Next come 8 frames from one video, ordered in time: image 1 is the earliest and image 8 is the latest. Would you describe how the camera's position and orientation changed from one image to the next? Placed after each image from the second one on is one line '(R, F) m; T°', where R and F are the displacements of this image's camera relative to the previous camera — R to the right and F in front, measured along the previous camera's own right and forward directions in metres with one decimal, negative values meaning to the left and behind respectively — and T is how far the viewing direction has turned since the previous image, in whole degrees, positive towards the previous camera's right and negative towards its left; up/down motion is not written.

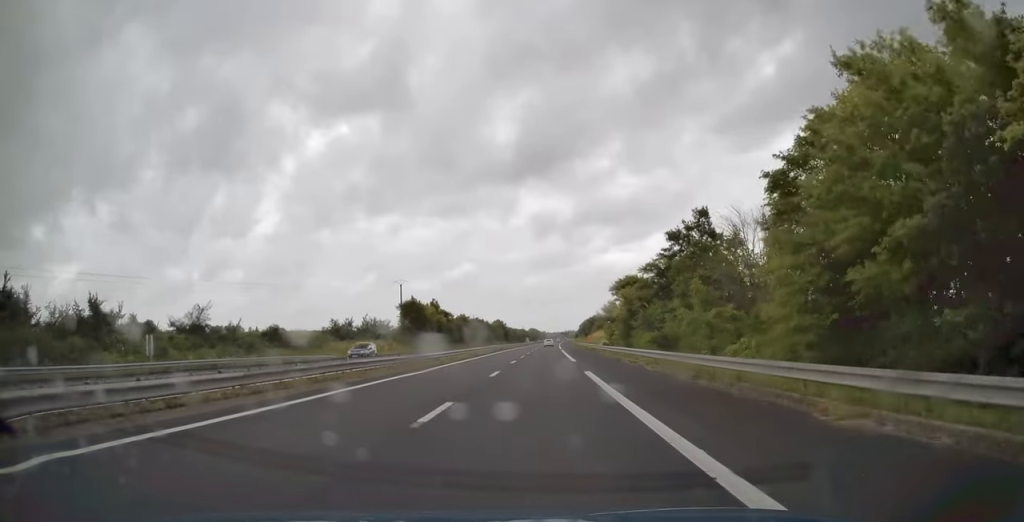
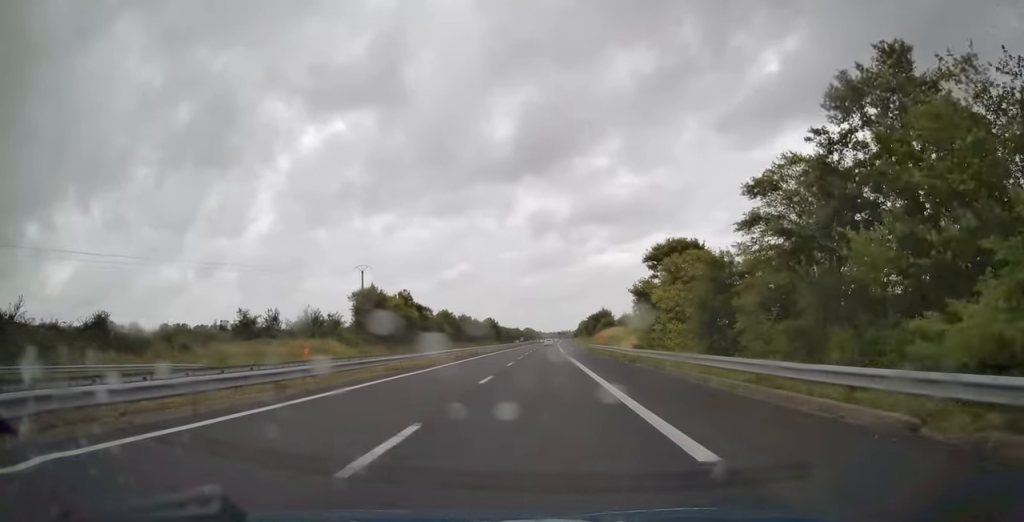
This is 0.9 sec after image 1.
(+0.1, +29.7) m; 0°
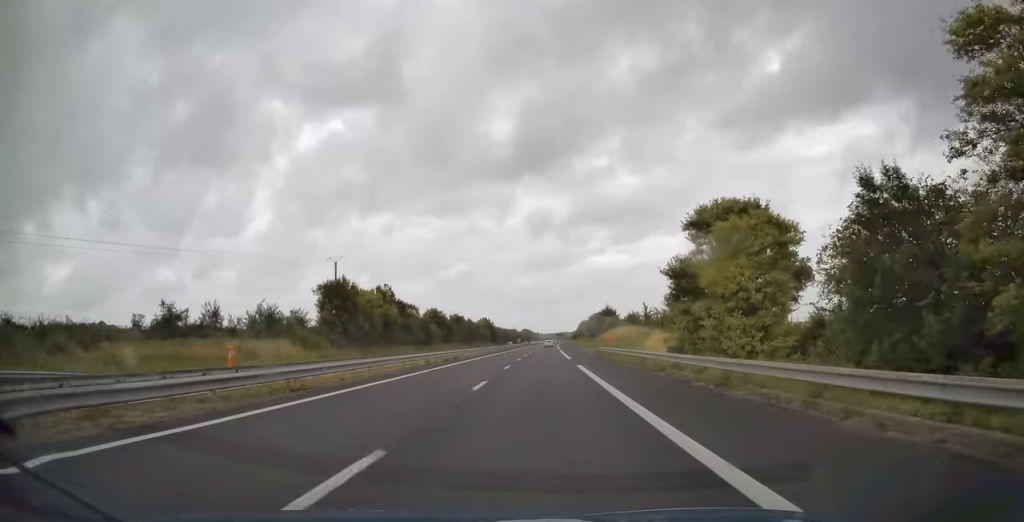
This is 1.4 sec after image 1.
(0.0, +15.1) m; 0°
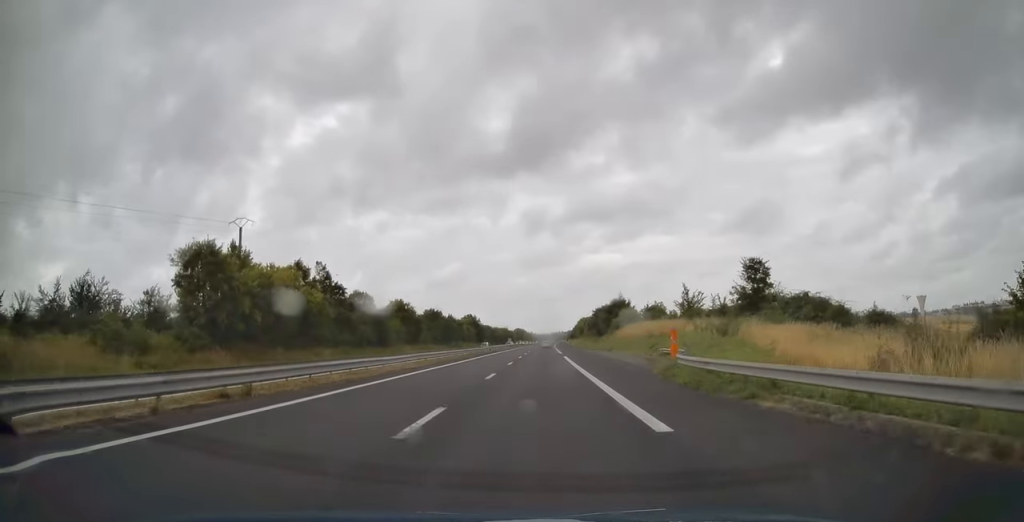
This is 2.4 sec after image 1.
(+0.1, +33.9) m; 0°
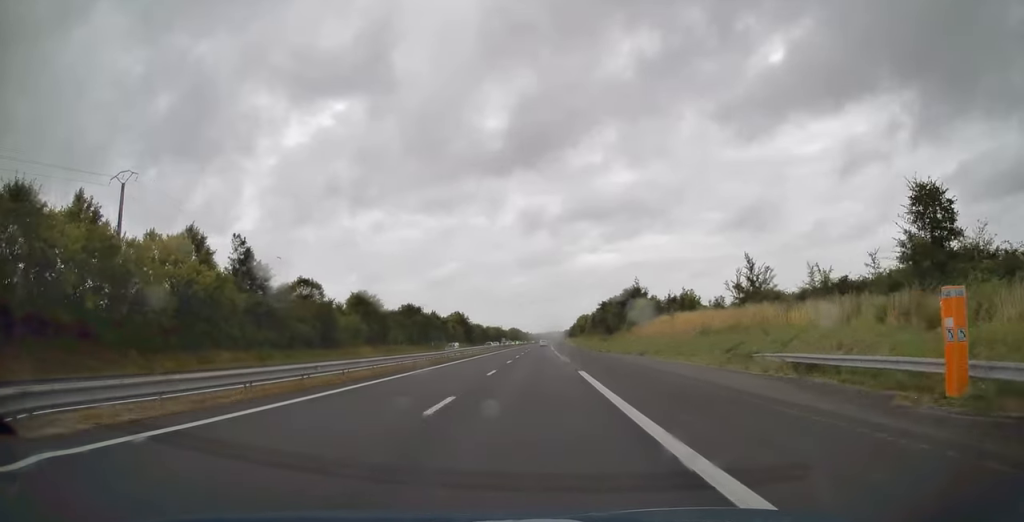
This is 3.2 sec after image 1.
(+0.1, +23.7) m; 0°
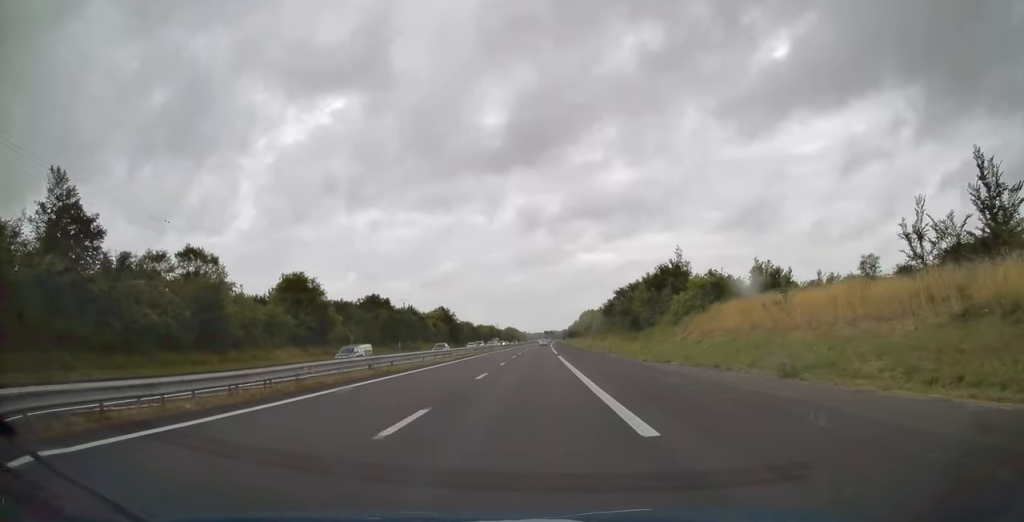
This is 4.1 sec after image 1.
(+0.1, +28.6) m; 0°
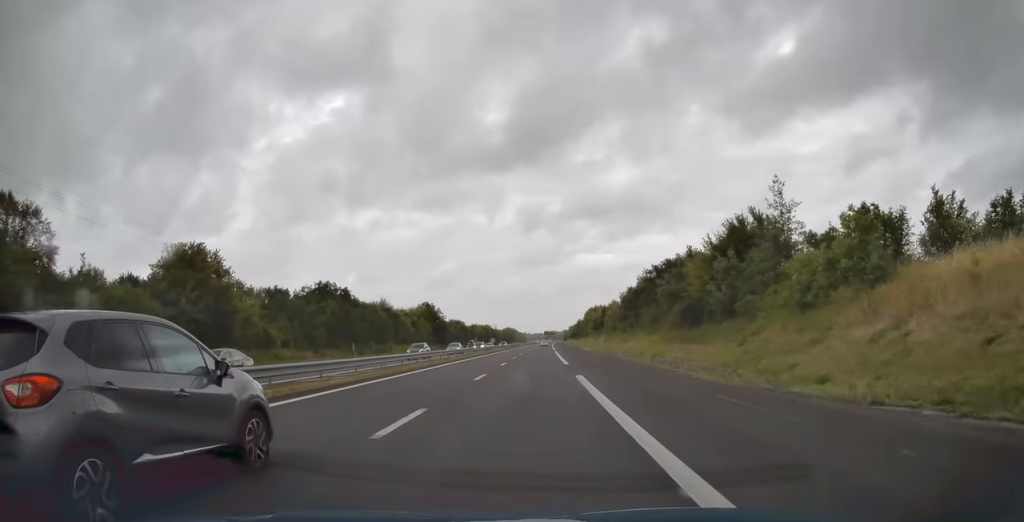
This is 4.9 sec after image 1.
(+0.1, +26.0) m; 0°
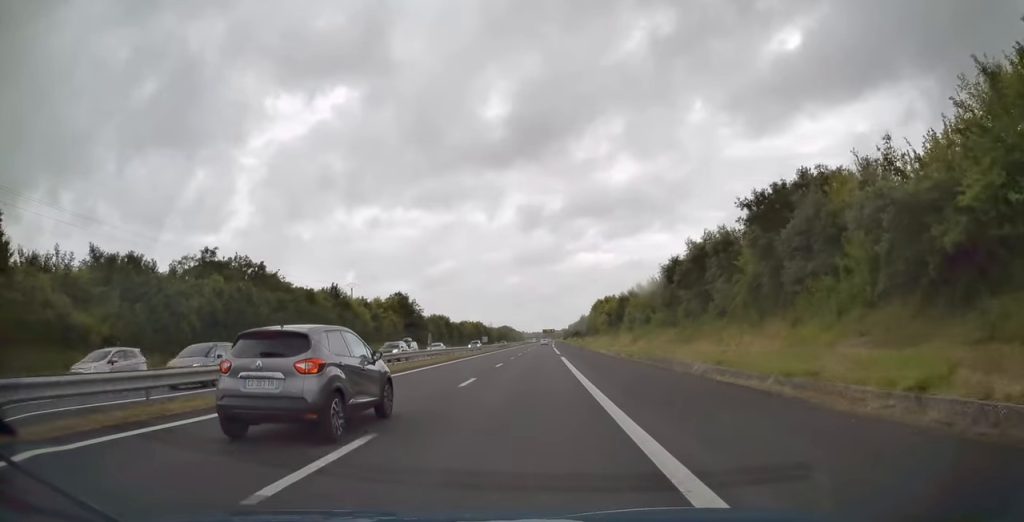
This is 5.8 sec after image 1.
(0.0, +29.7) m; 0°
